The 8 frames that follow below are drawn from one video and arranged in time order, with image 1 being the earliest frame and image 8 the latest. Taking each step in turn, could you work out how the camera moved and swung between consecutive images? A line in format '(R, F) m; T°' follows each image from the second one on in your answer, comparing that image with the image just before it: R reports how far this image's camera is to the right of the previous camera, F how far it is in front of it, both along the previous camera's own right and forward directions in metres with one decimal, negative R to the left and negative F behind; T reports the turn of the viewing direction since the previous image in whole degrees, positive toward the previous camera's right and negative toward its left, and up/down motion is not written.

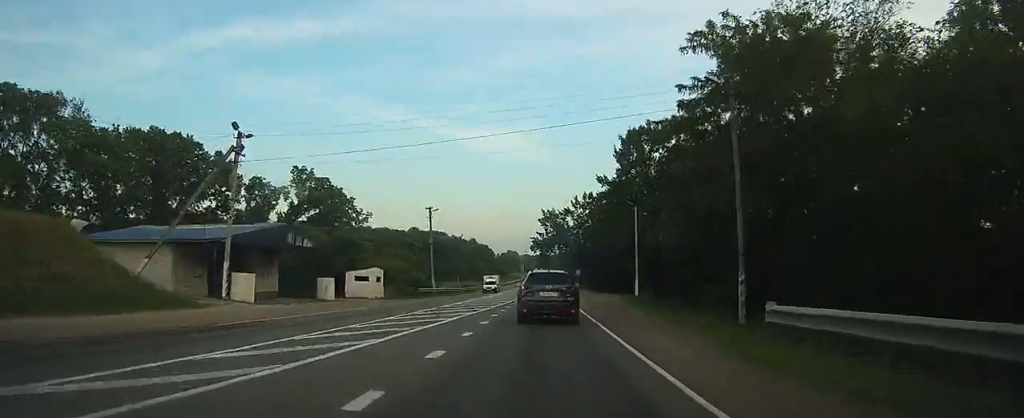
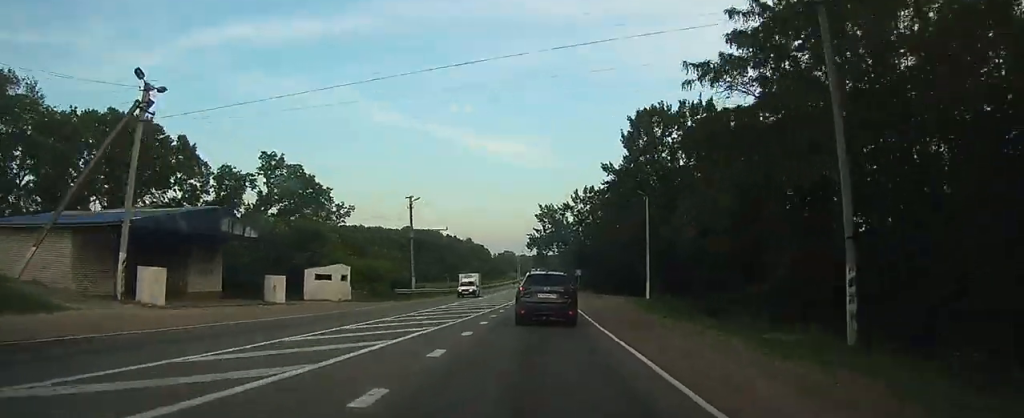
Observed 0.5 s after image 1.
(0.0, +7.8) m; 0°
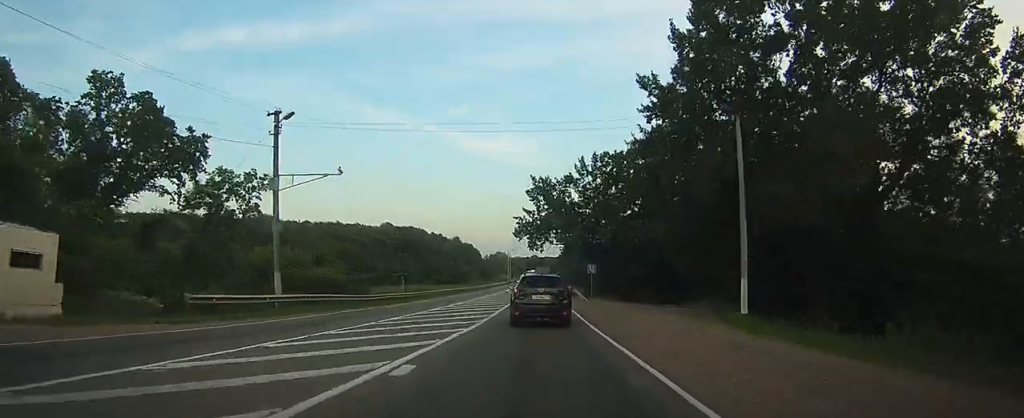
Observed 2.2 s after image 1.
(+0.4, +26.0) m; +1°
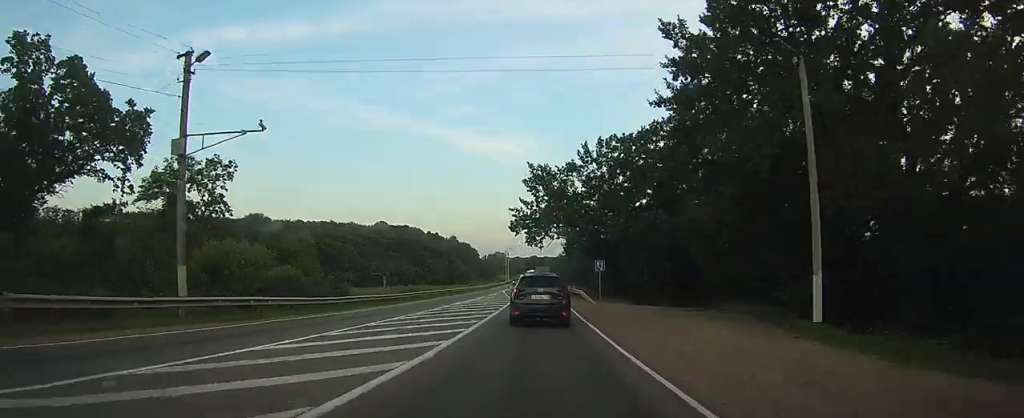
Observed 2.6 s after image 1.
(0.0, +7.3) m; 0°
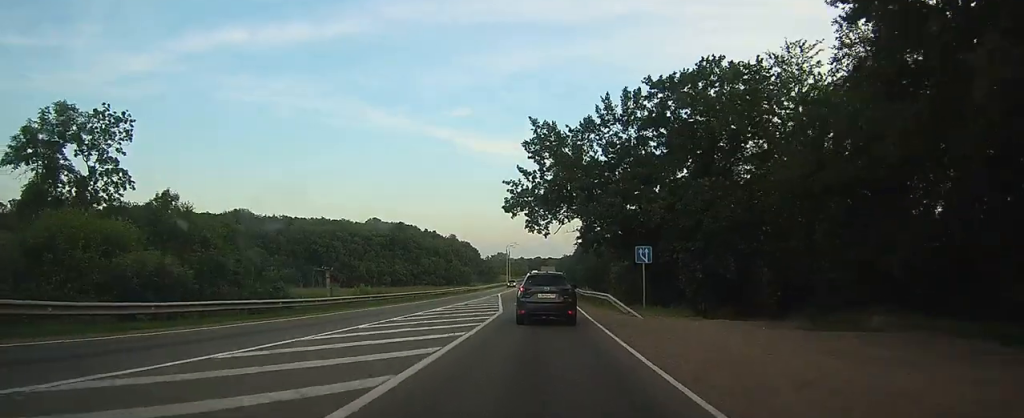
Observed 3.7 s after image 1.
(0.0, +16.4) m; 0°
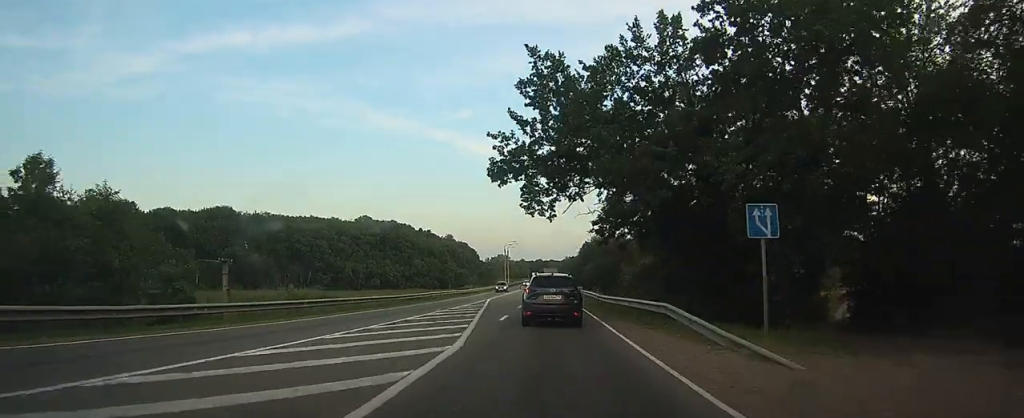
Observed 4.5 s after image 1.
(0.0, +13.9) m; 0°
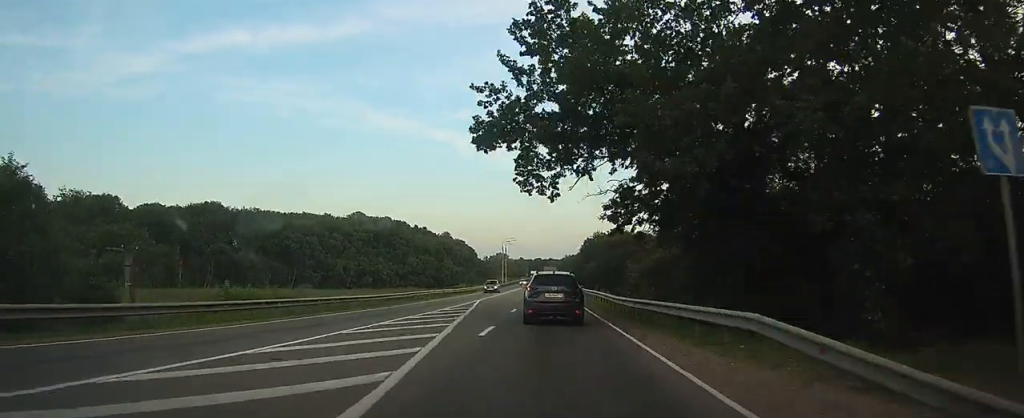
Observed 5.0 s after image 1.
(0.0, +7.0) m; 0°
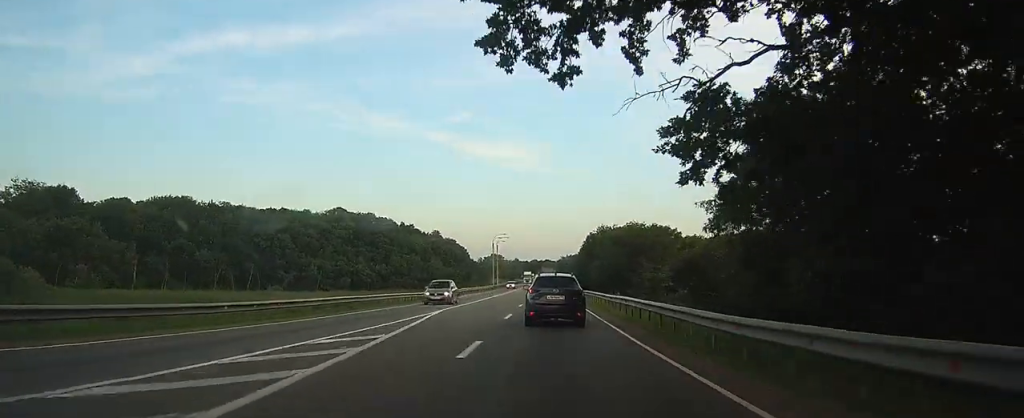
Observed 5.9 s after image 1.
(0.0, +15.7) m; 0°
